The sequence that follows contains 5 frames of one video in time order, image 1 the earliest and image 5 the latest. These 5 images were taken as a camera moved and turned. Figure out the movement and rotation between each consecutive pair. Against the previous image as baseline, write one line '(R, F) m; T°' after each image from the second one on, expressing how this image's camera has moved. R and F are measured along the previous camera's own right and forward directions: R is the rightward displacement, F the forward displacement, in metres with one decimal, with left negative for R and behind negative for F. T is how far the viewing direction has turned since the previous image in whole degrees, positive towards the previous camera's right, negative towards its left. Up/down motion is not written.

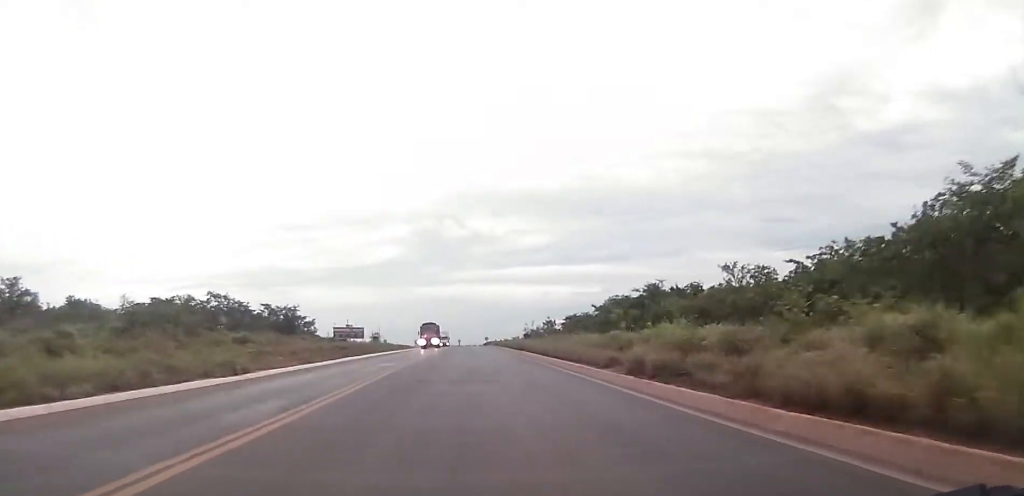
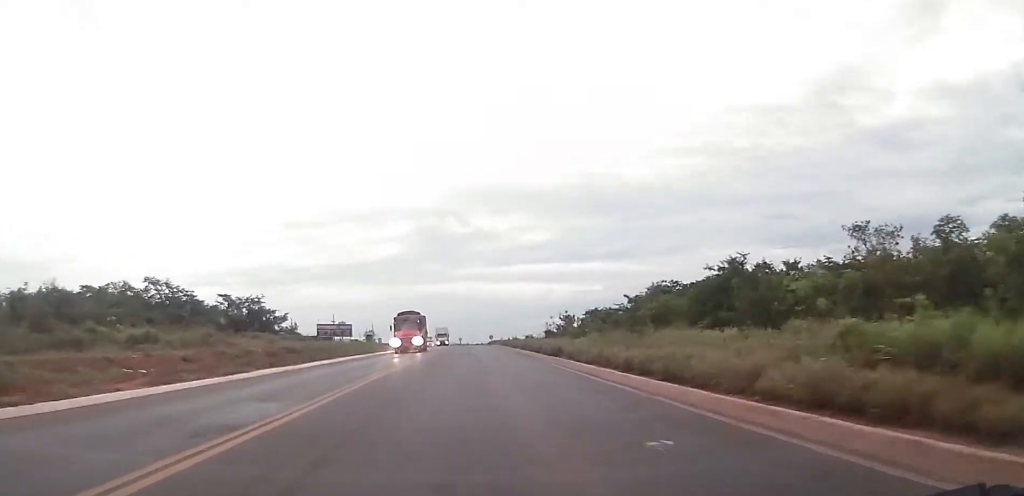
(+0.2, +22.0) m; +1°
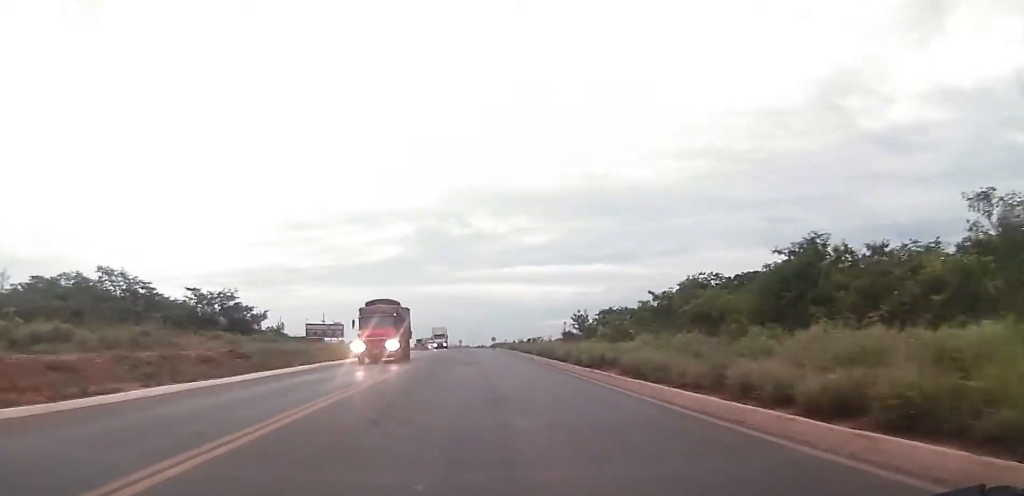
(0.0, +11.9) m; 0°
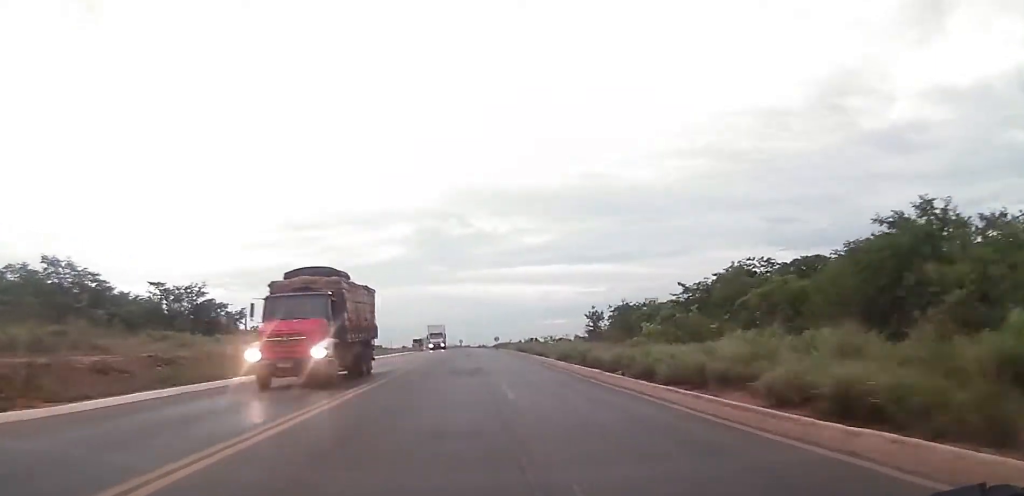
(0.0, +10.9) m; 0°
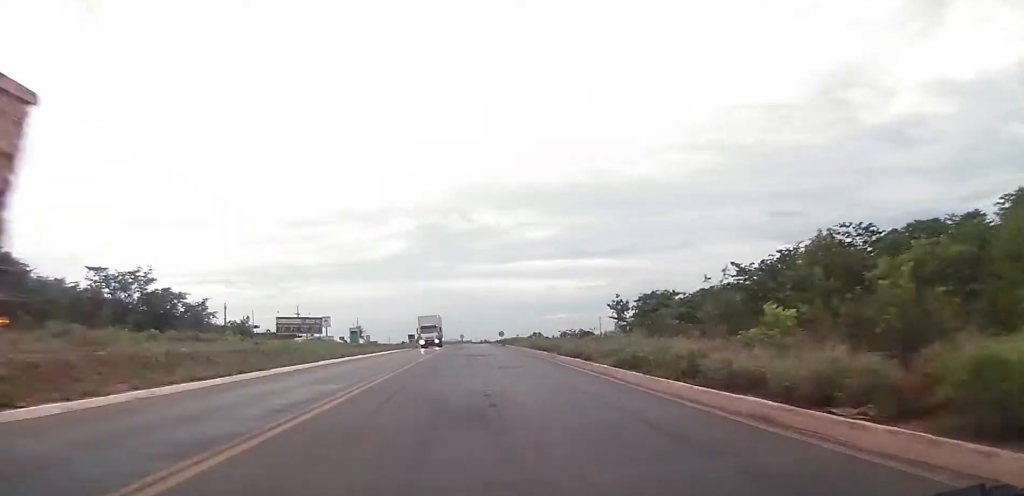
(0.0, +13.1) m; 0°
